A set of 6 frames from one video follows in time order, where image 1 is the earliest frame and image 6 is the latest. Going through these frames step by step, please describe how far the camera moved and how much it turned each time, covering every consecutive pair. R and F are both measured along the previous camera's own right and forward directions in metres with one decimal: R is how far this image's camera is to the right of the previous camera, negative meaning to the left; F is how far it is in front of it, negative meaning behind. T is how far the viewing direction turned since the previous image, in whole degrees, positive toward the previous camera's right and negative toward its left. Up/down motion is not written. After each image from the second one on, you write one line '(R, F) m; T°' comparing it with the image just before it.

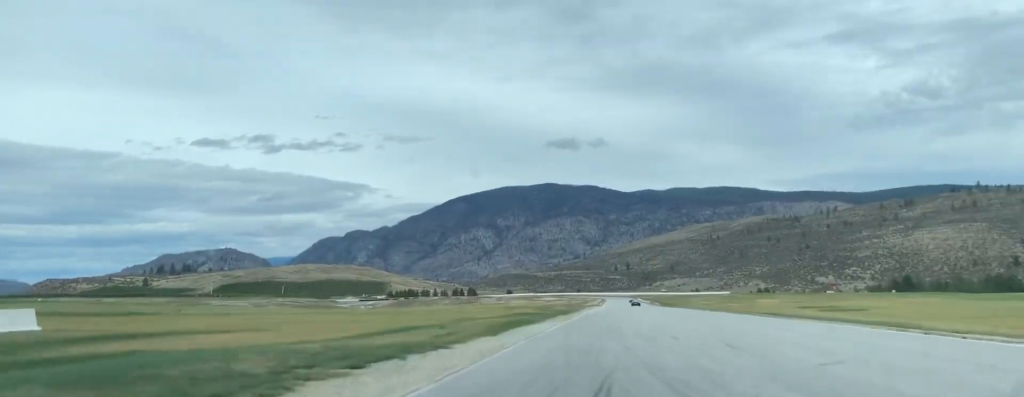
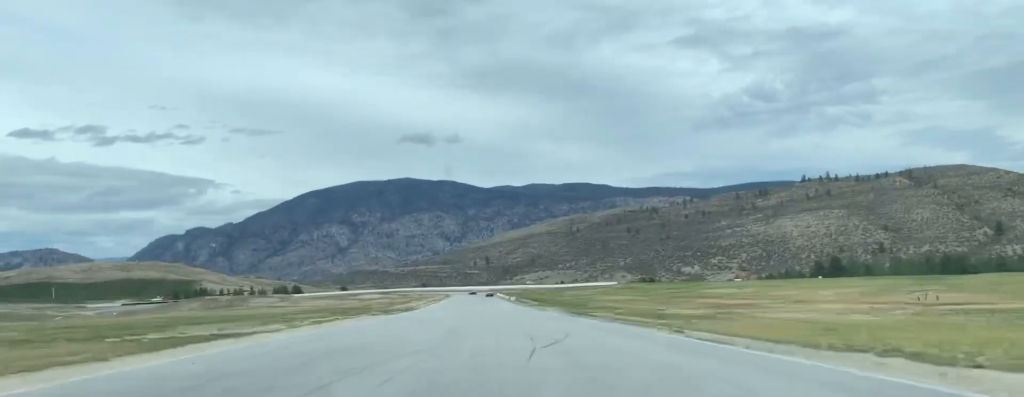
(+11.4, +118.1) m; +7°
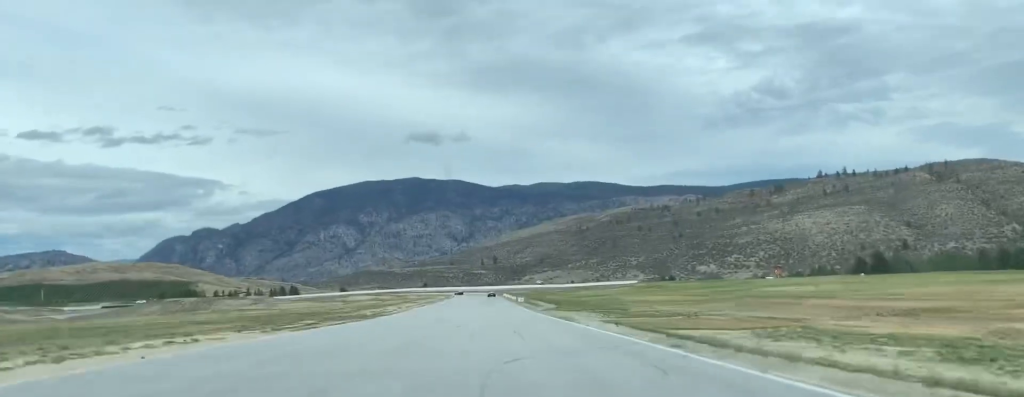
(+0.2, +27.8) m; 0°
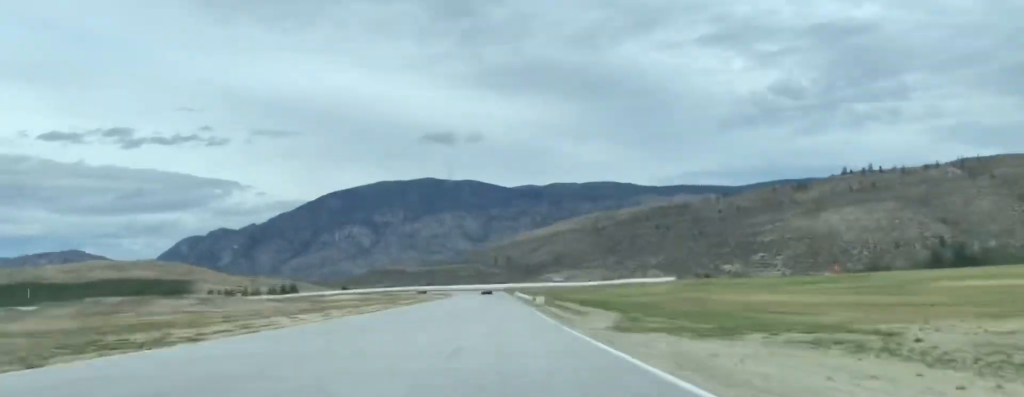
(-0.7, +43.6) m; -1°
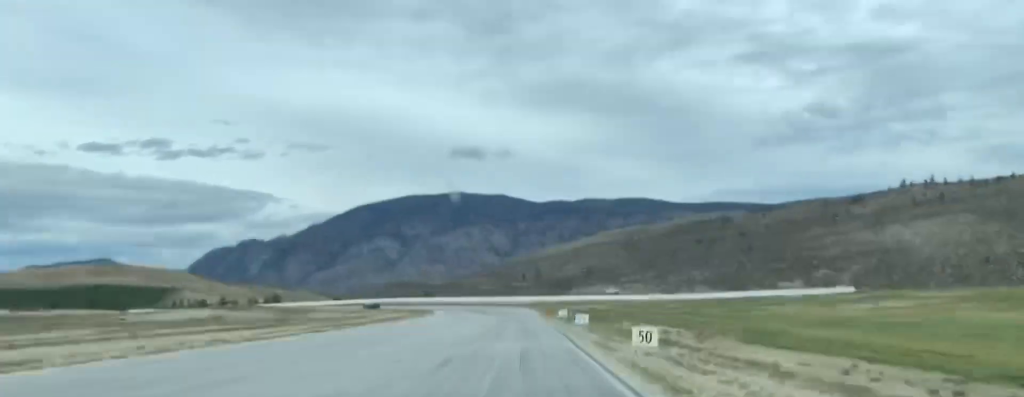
(-0.7, +99.3) m; -1°
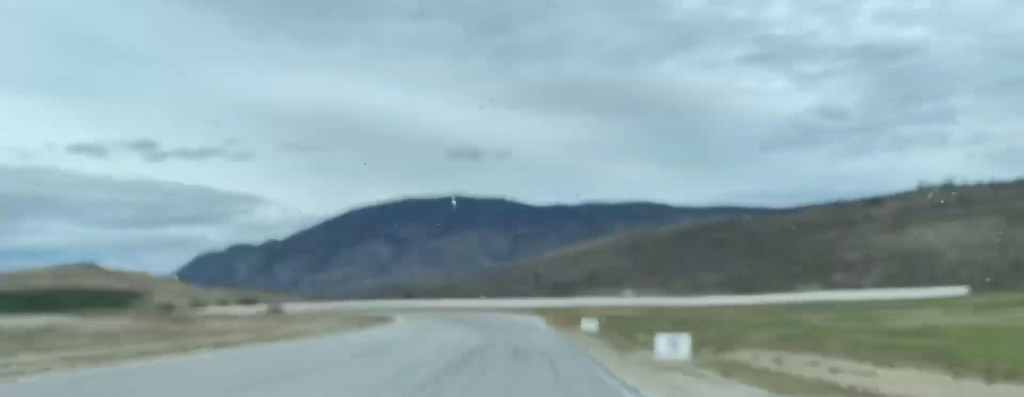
(-0.1, +28.4) m; -1°
